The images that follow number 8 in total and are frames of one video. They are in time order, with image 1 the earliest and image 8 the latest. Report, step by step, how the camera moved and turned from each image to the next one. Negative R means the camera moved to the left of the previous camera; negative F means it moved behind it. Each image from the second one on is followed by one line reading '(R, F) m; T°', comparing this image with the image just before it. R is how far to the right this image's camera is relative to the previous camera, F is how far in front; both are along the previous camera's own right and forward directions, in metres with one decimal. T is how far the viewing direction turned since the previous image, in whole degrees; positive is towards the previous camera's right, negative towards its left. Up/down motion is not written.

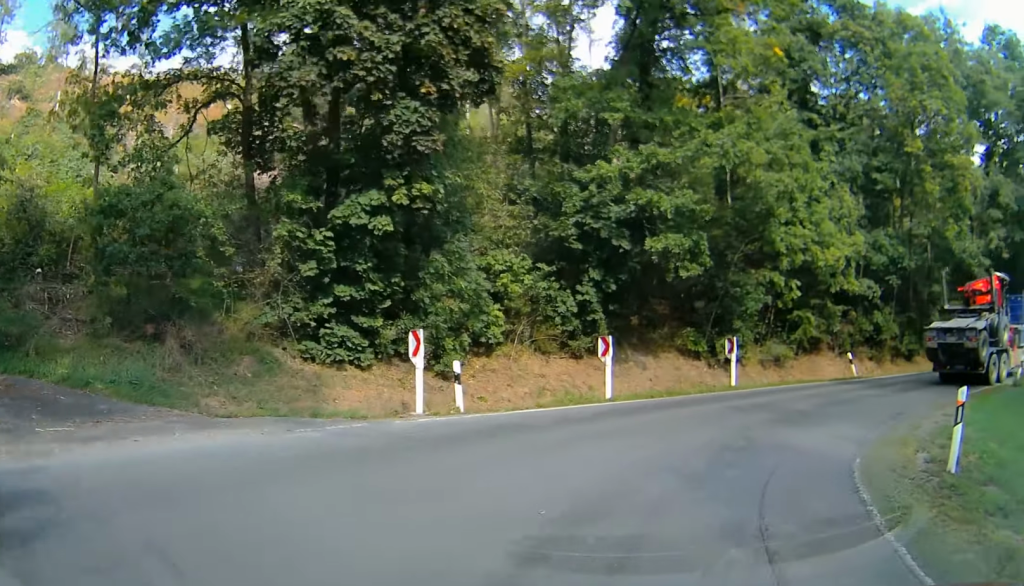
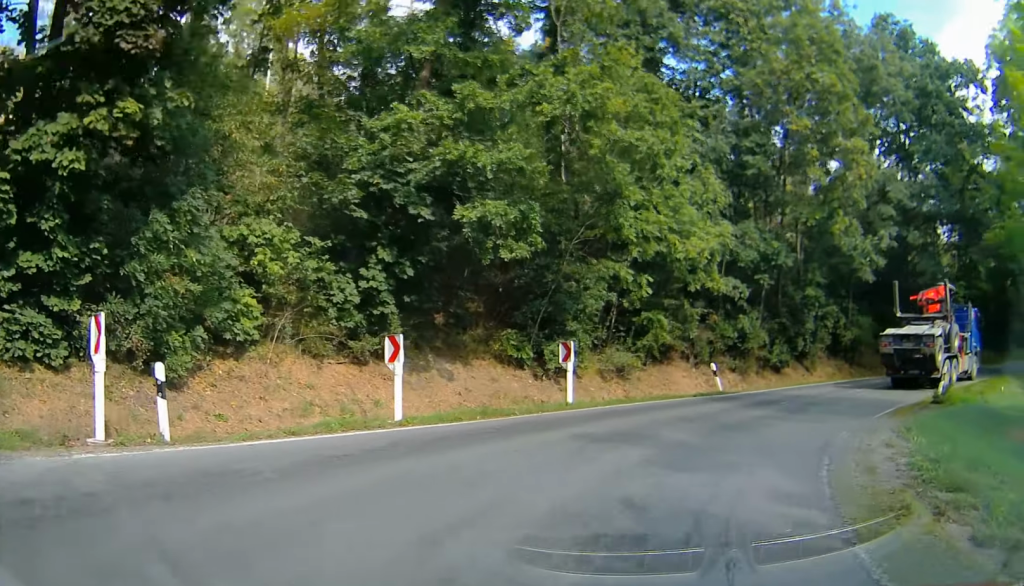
(+1.4, +6.0) m; +13°
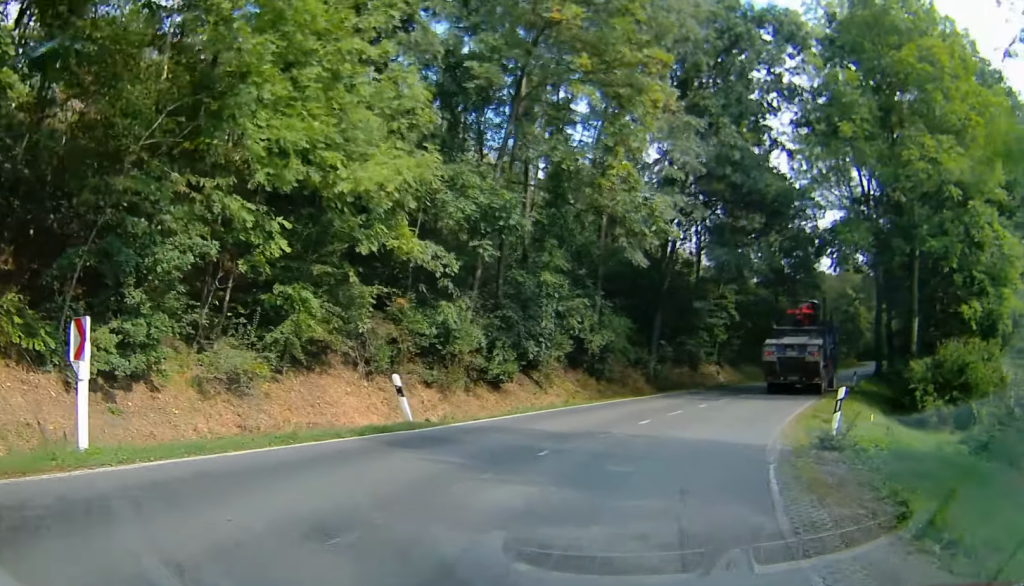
(+0.1, +11.0) m; 0°
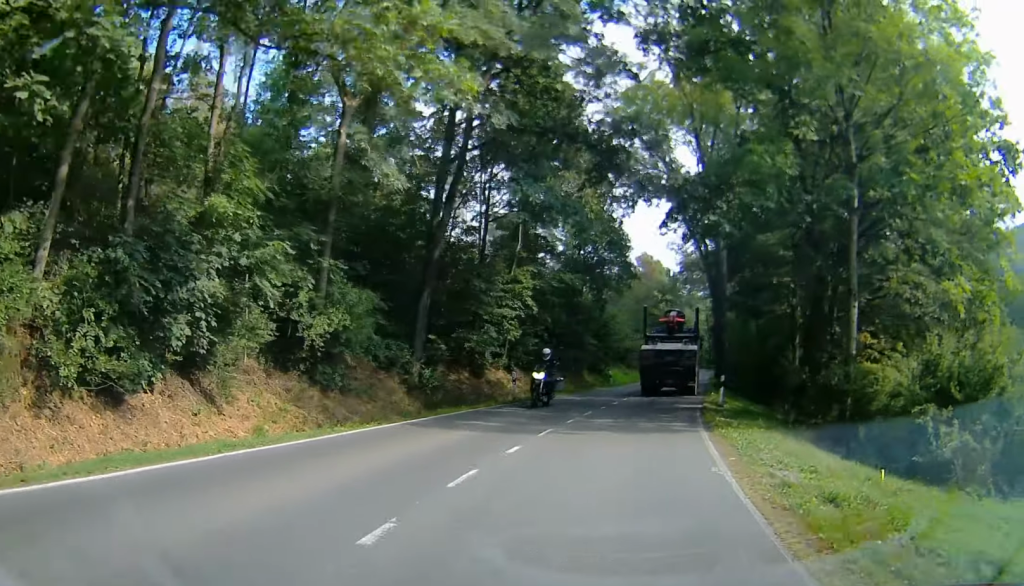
(0.0, +10.6) m; 0°
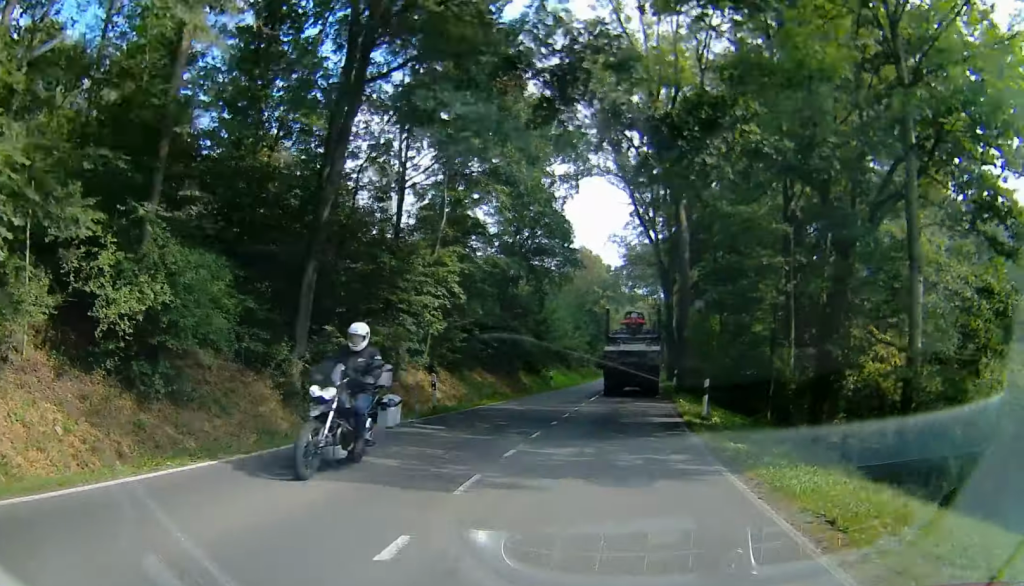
(0.0, +5.4) m; 0°
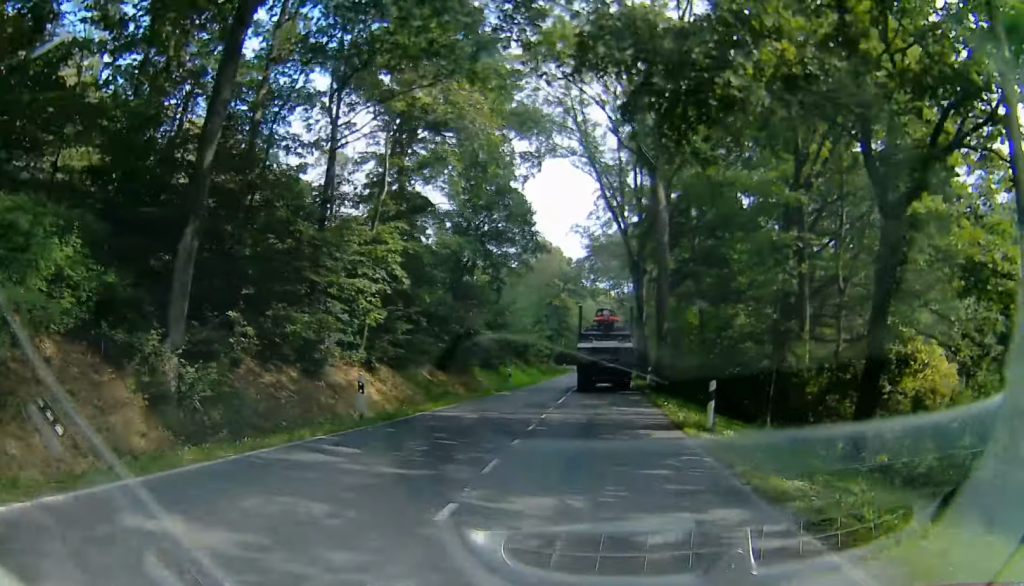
(0.0, +3.9) m; 0°
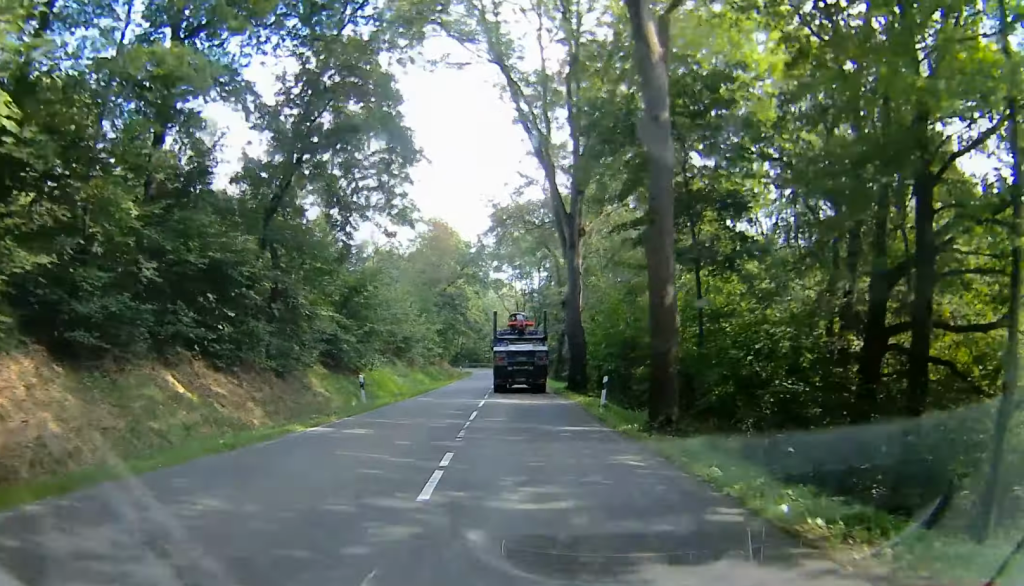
(0.0, +14.9) m; 0°
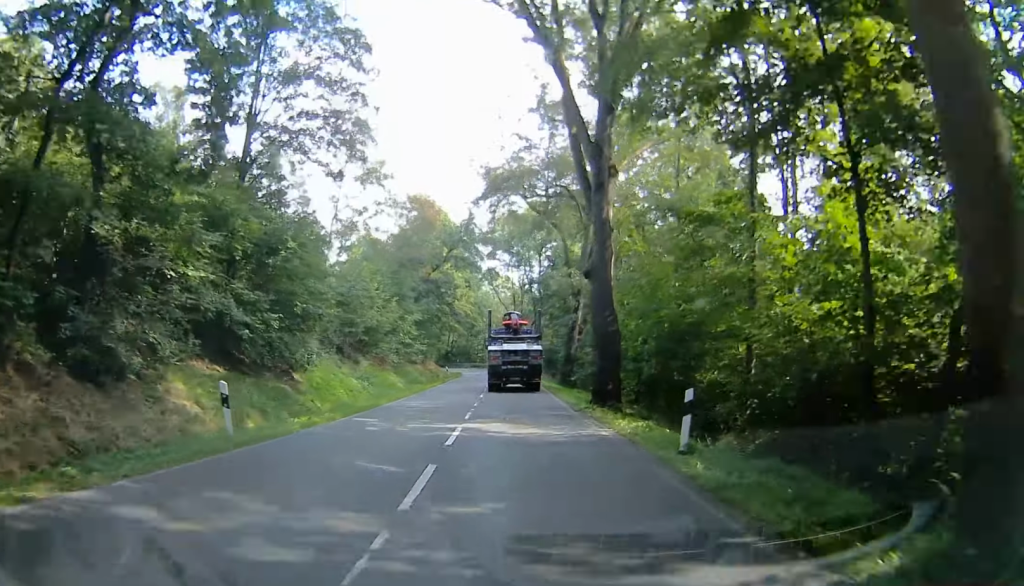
(0.0, +9.4) m; 0°
